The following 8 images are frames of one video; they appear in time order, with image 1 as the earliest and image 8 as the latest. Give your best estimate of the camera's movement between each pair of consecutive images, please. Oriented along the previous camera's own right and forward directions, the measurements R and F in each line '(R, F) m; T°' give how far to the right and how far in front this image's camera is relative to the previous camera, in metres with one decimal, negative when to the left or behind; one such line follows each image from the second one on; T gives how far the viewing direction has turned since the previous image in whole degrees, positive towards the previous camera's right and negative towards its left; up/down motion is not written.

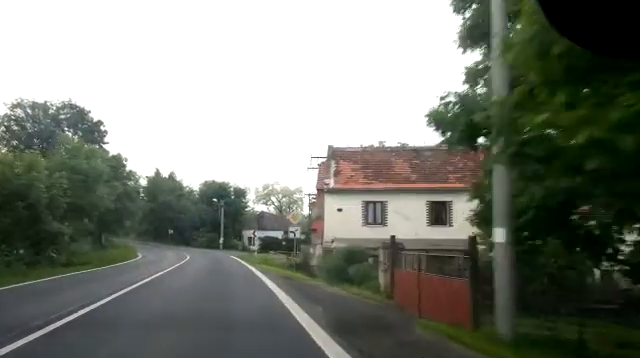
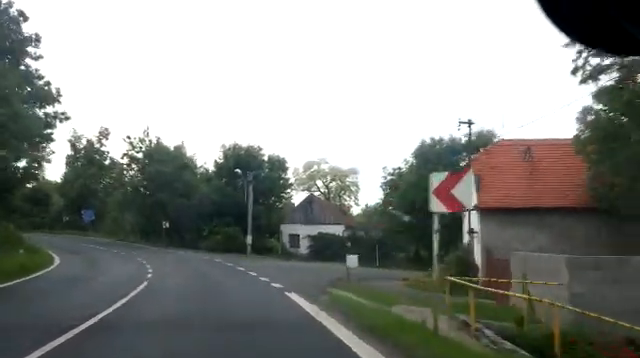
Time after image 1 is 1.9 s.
(-0.8, +30.3) m; -4°
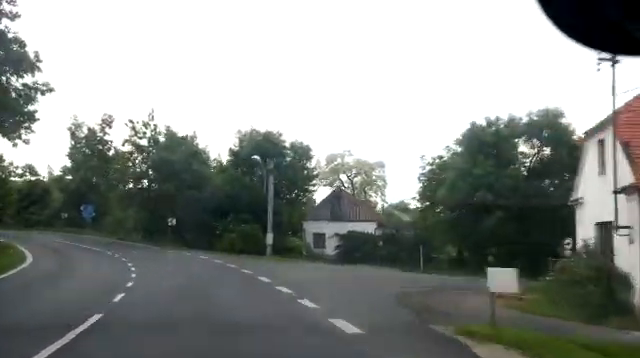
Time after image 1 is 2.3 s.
(-0.1, +6.6) m; -4°
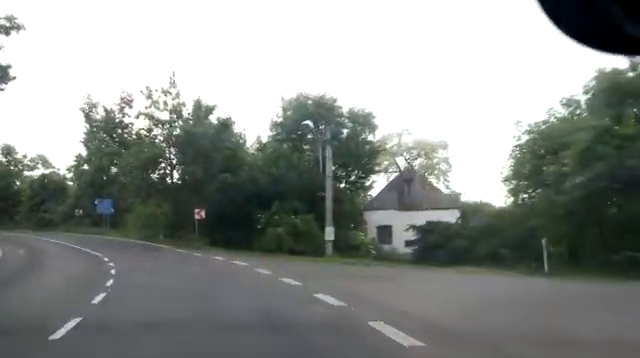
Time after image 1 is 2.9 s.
(+0.3, +9.6) m; -7°
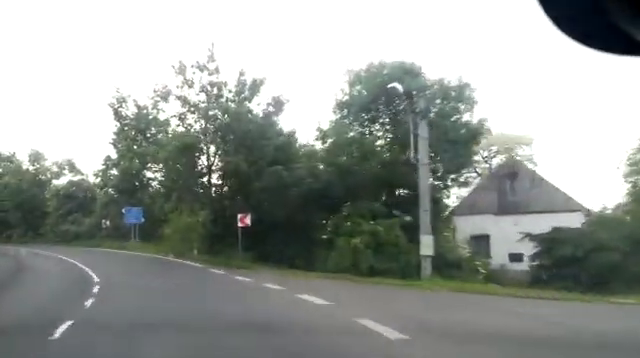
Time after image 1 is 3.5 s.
(-1.2, +7.6) m; -9°
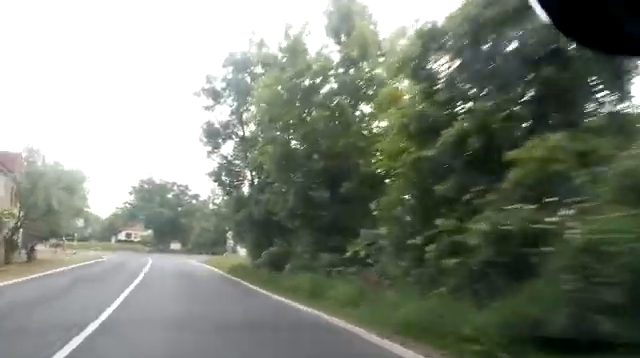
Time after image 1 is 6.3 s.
(-10.1, +37.8) m; -22°
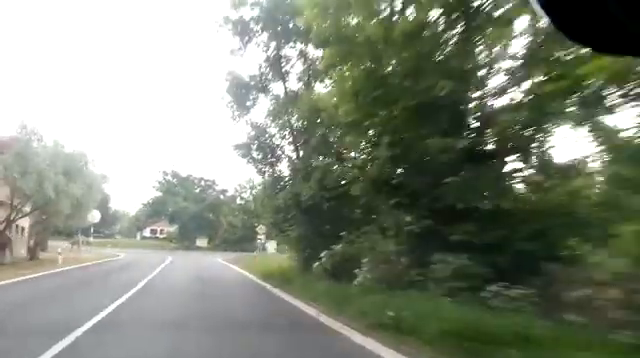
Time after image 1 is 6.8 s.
(-0.1, +6.4) m; -2°
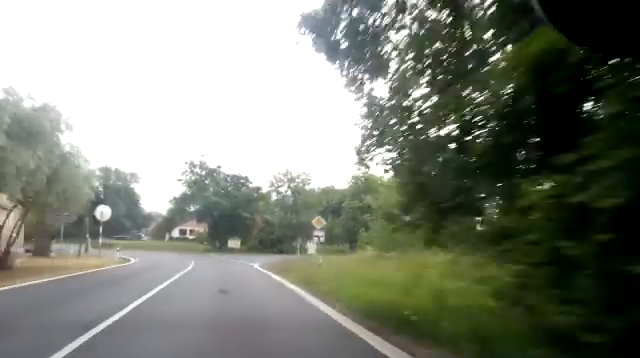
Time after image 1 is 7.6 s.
(-0.3, +10.7) m; -3°
